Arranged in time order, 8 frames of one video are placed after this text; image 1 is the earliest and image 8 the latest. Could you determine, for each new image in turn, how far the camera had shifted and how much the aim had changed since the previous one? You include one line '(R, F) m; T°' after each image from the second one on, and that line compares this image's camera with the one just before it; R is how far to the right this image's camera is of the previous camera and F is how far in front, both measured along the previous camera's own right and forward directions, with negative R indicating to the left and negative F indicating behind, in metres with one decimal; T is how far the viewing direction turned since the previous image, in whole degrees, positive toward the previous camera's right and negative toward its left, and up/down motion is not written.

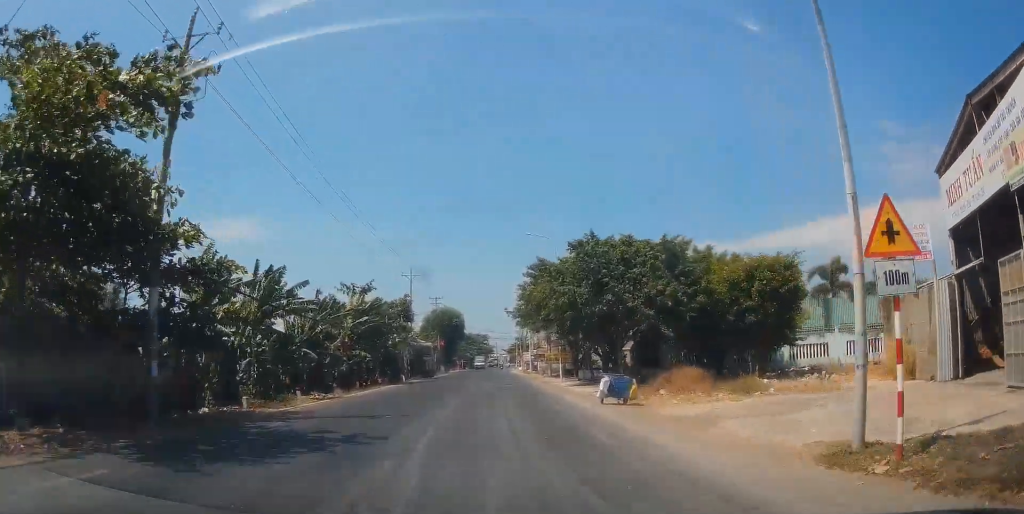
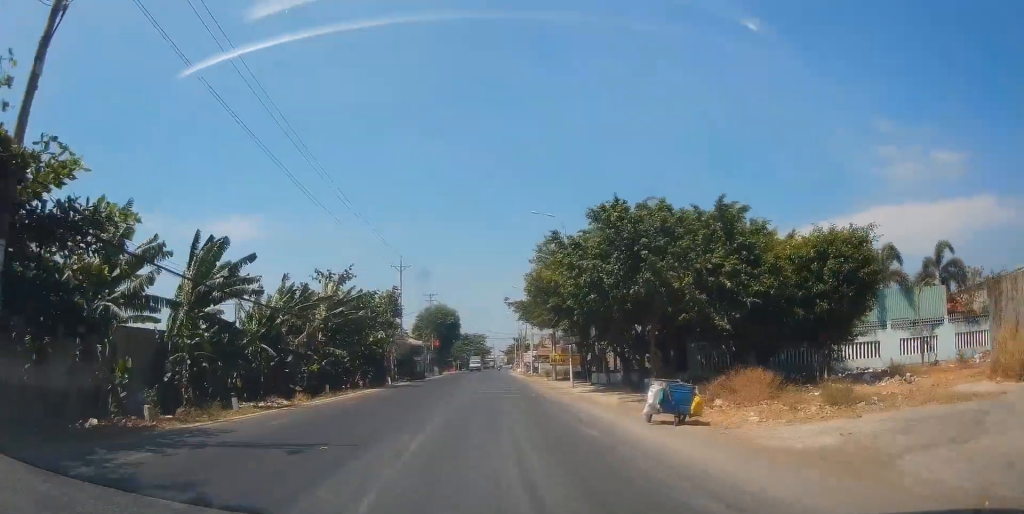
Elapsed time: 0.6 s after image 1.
(+0.1, +6.9) m; +1°
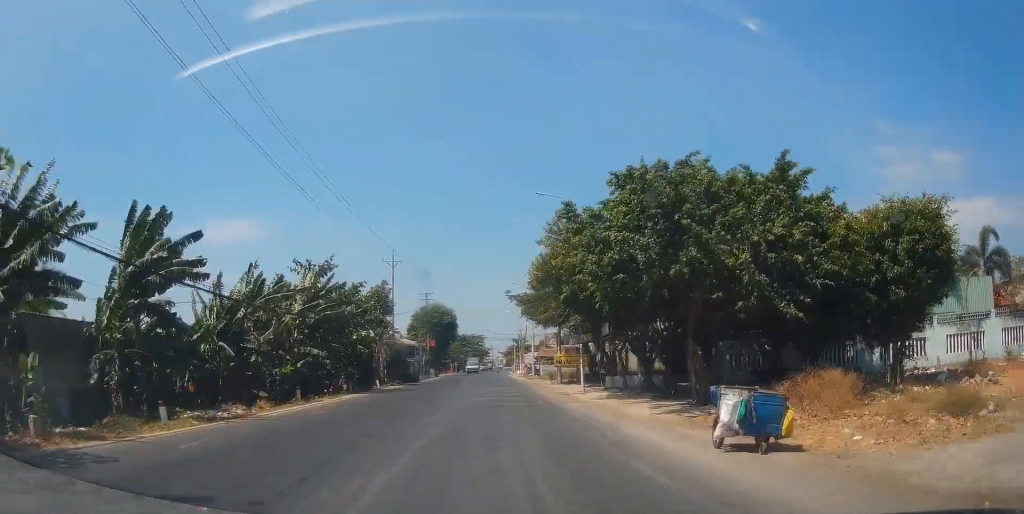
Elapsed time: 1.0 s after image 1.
(+0.1, +4.8) m; +1°
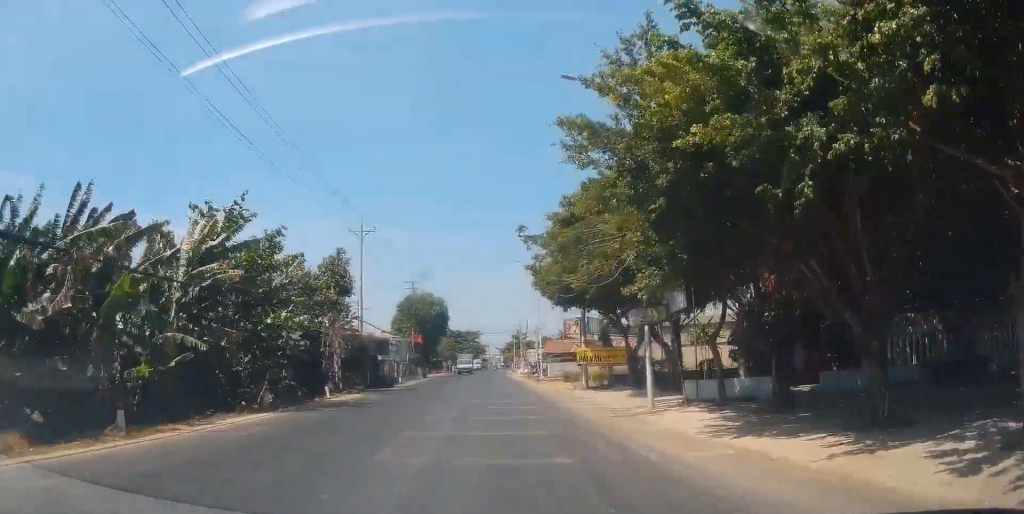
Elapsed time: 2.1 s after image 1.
(+0.2, +13.9) m; 0°
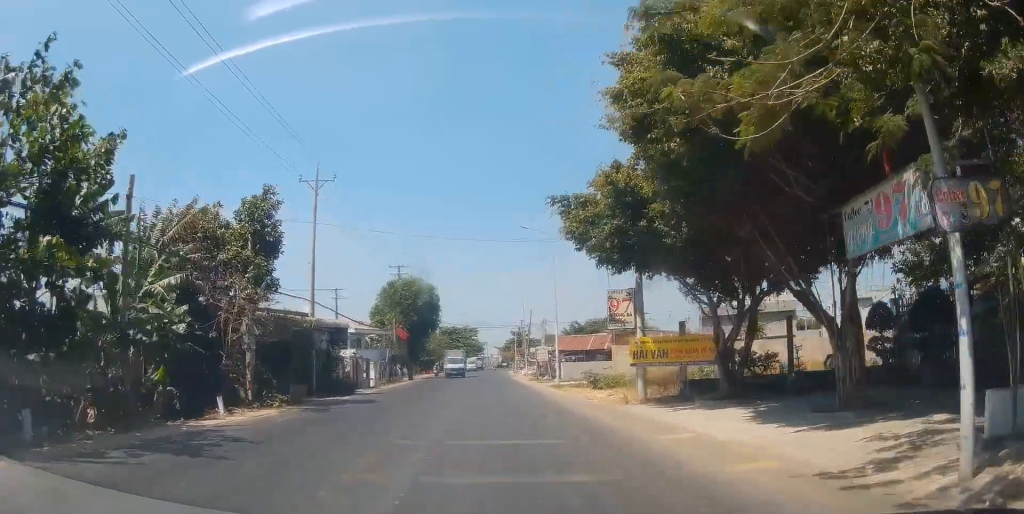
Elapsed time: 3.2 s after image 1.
(-0.1, +13.4) m; 0°
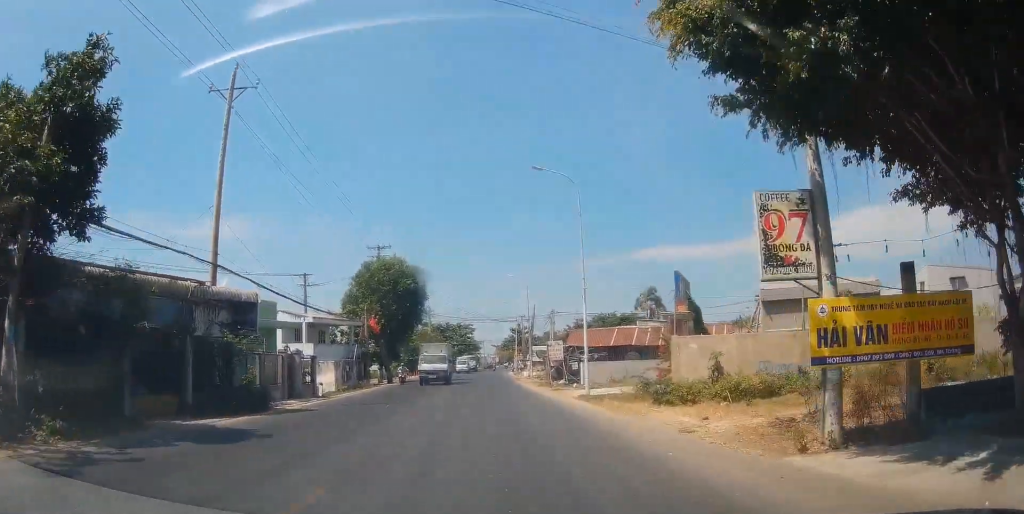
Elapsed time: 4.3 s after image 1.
(0.0, +13.1) m; +1°
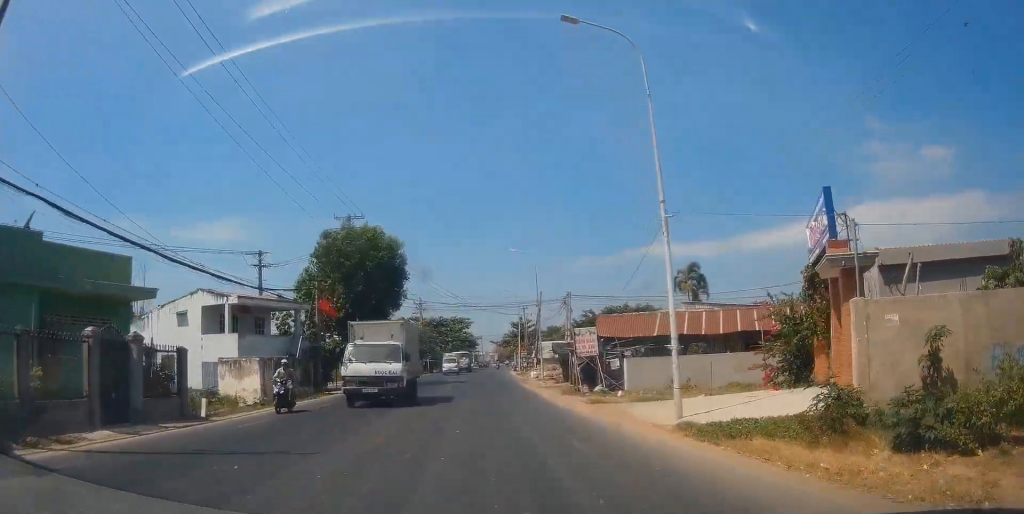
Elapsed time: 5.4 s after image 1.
(+0.2, +13.8) m; +1°
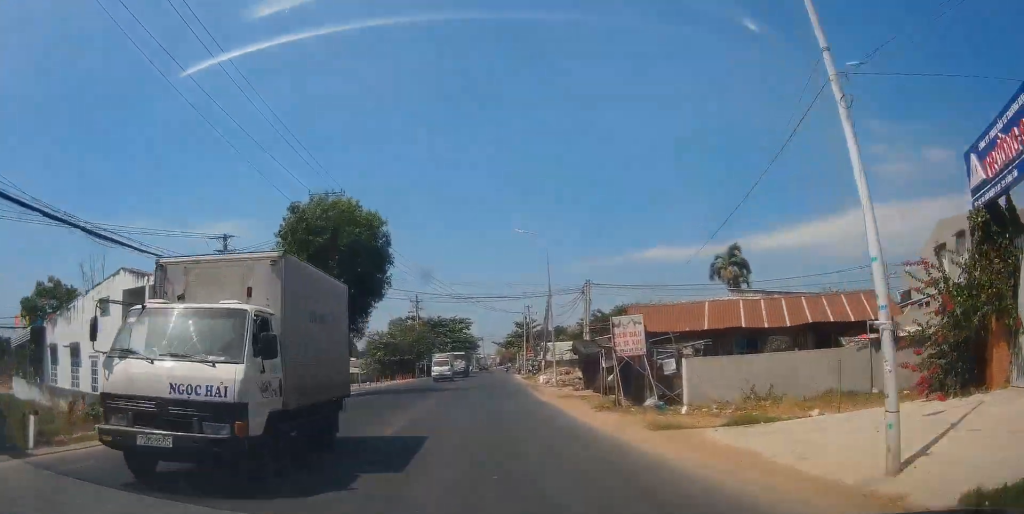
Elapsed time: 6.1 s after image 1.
(+0.2, +8.6) m; -1°
